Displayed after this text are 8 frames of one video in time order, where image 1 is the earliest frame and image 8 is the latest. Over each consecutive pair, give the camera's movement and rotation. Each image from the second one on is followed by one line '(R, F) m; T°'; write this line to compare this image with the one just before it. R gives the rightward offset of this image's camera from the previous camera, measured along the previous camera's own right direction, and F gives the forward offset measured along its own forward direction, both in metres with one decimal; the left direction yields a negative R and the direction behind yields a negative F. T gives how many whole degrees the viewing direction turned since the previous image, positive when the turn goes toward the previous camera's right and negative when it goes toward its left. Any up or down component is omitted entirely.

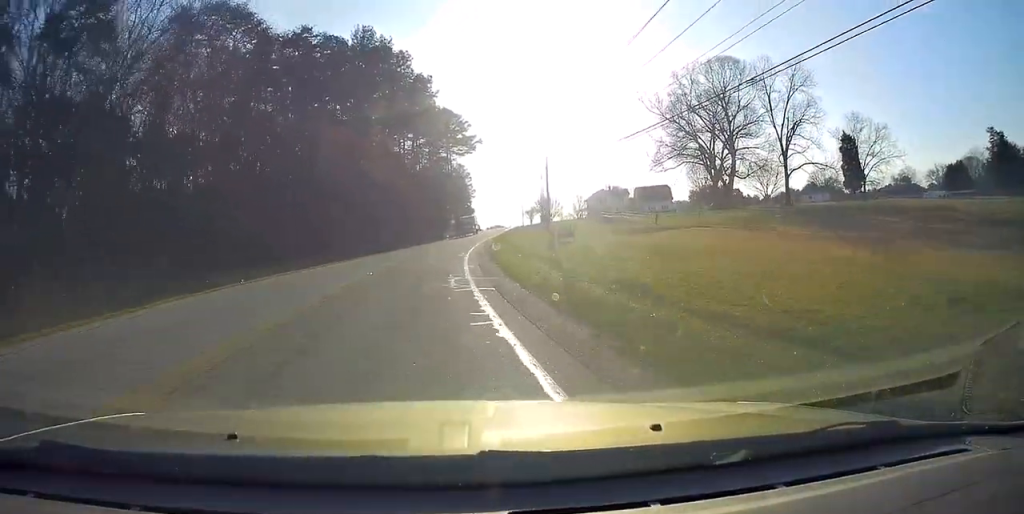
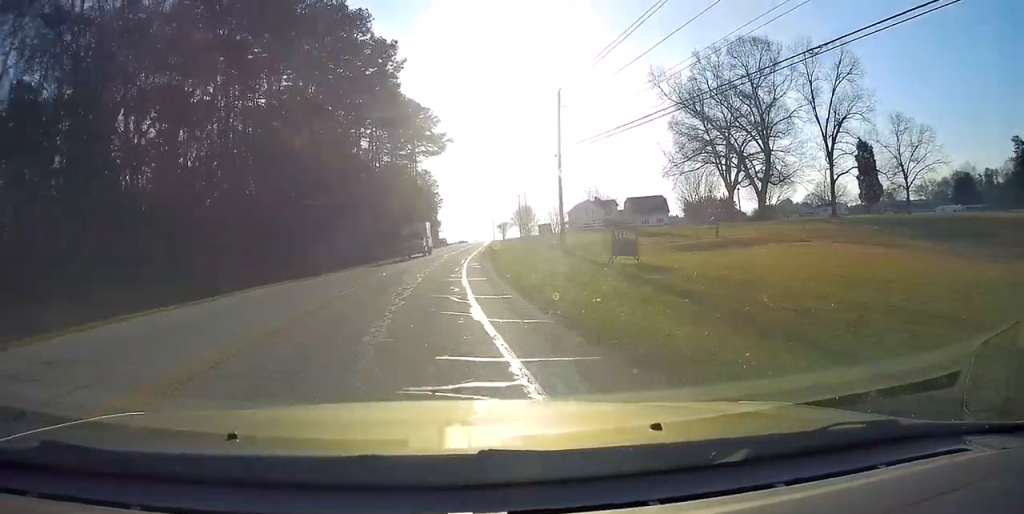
(+0.4, +20.0) m; +4°
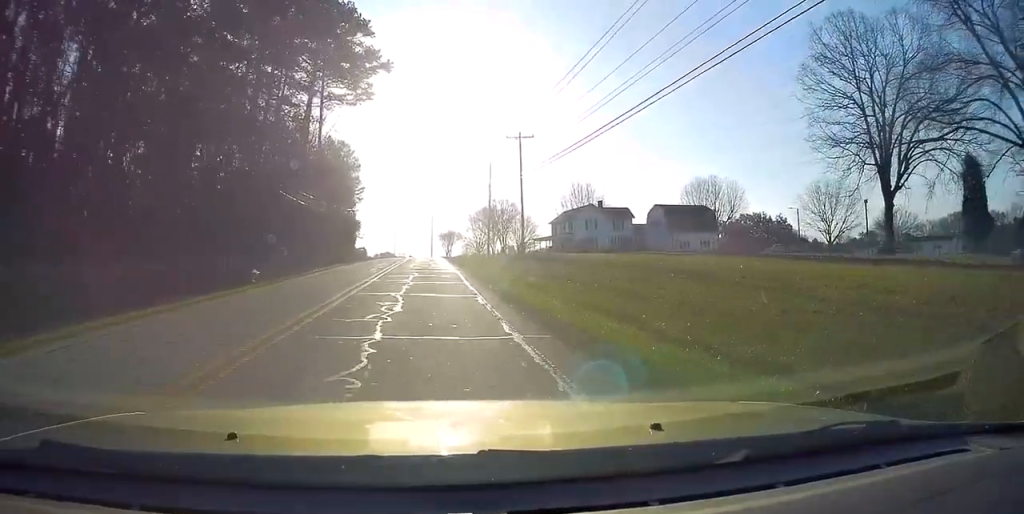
(+4.6, +52.3) m; +7°
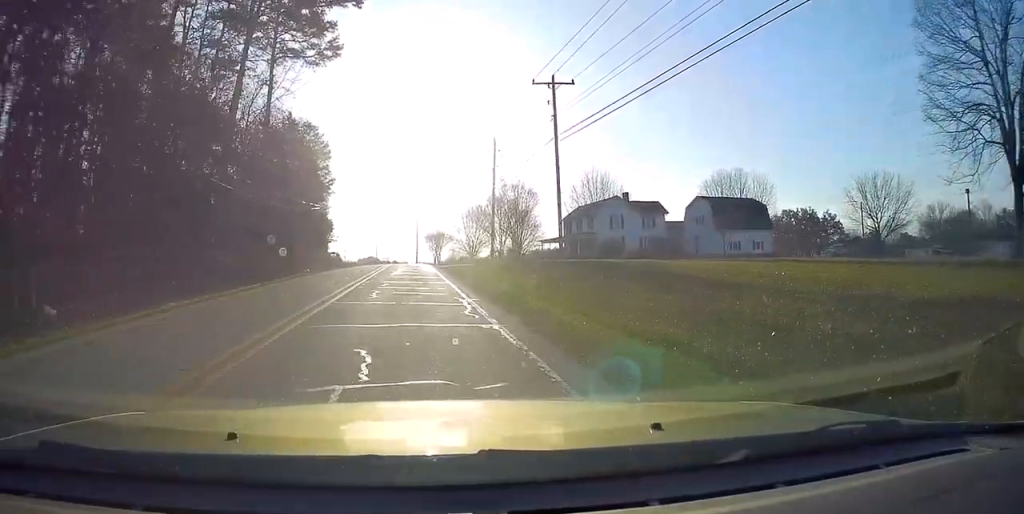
(0.0, +18.5) m; +1°
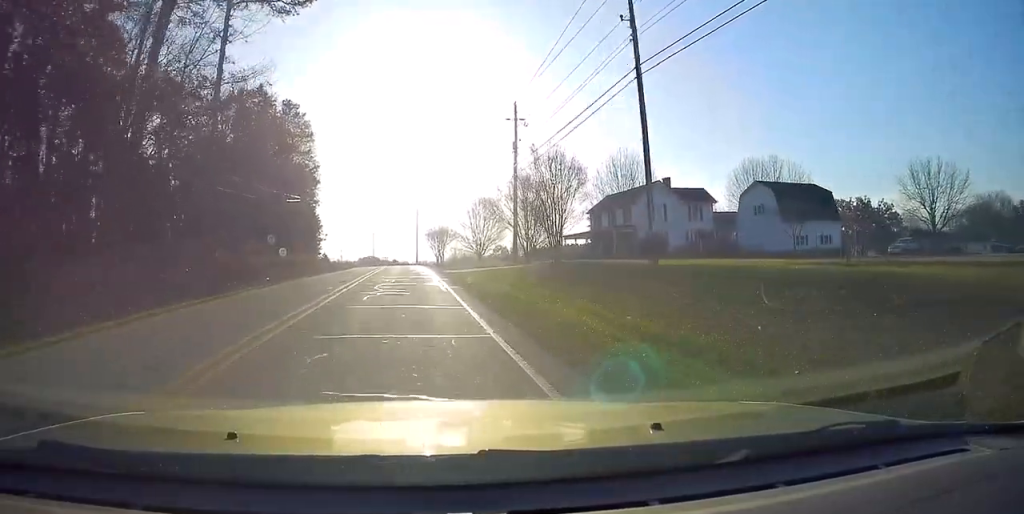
(+0.3, +13.1) m; +1°
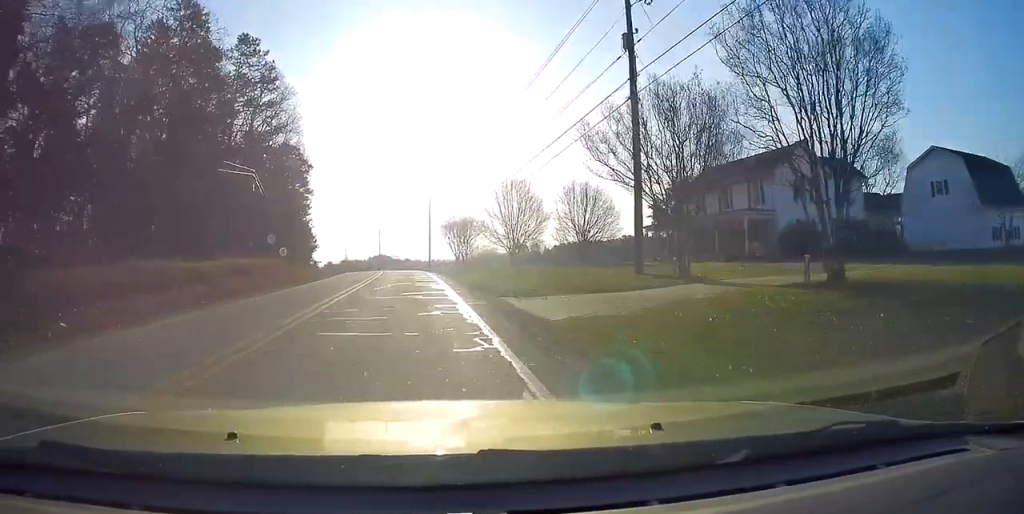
(+0.4, +22.6) m; 0°
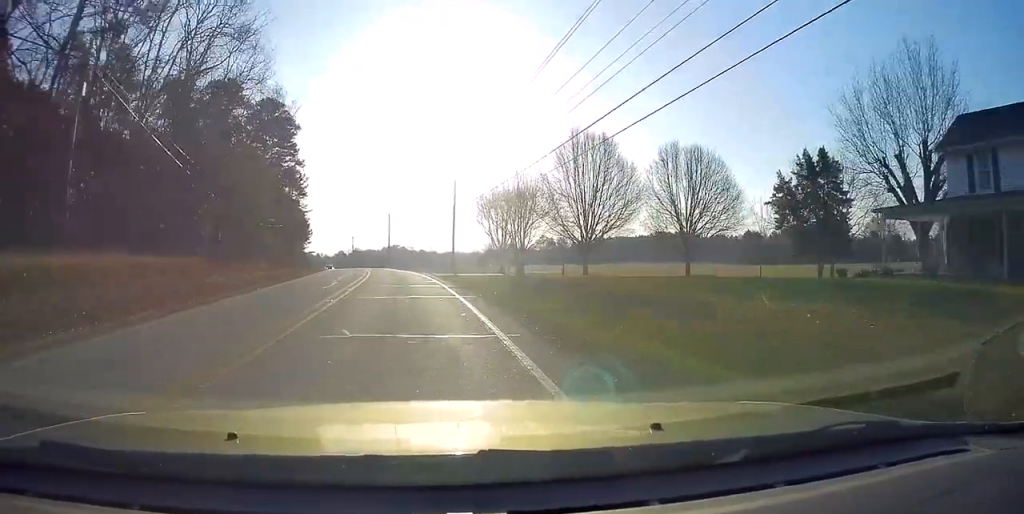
(-0.5, +25.8) m; -2°
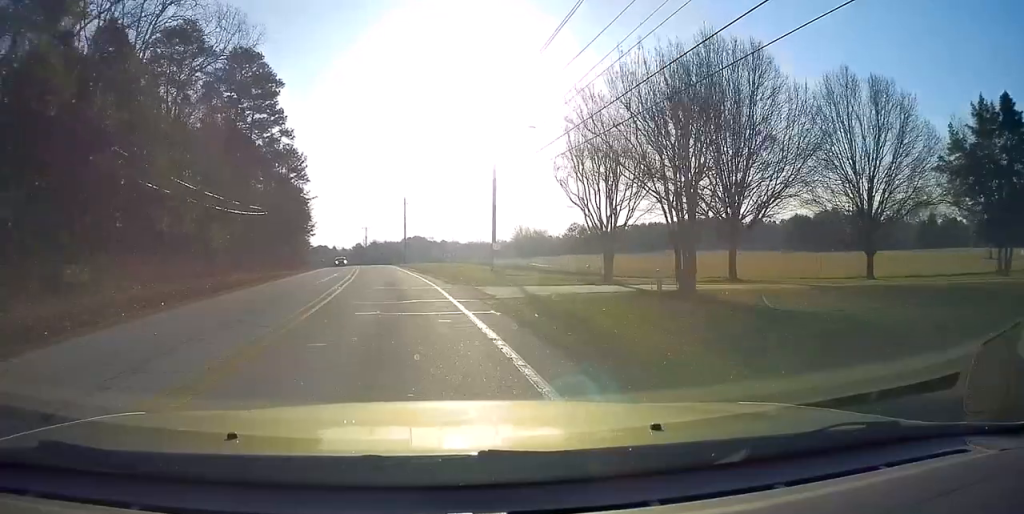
(-0.3, +20.3) m; -2°
